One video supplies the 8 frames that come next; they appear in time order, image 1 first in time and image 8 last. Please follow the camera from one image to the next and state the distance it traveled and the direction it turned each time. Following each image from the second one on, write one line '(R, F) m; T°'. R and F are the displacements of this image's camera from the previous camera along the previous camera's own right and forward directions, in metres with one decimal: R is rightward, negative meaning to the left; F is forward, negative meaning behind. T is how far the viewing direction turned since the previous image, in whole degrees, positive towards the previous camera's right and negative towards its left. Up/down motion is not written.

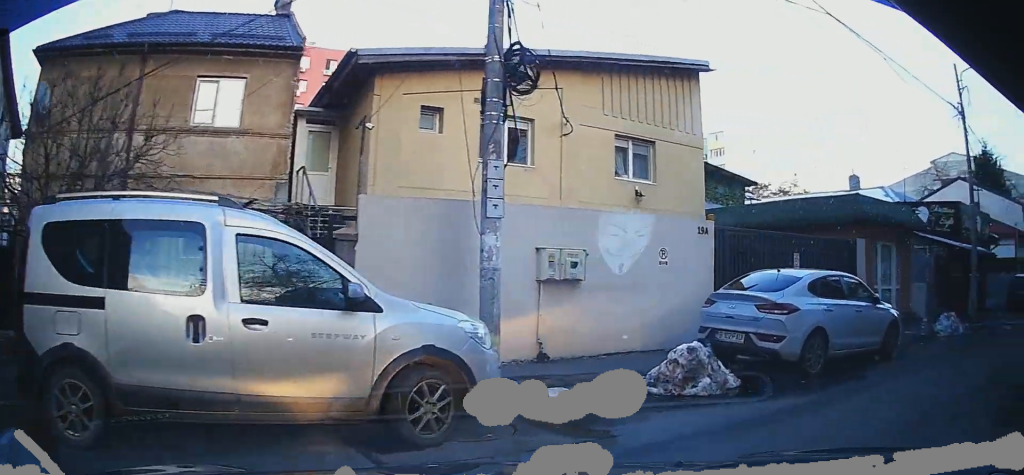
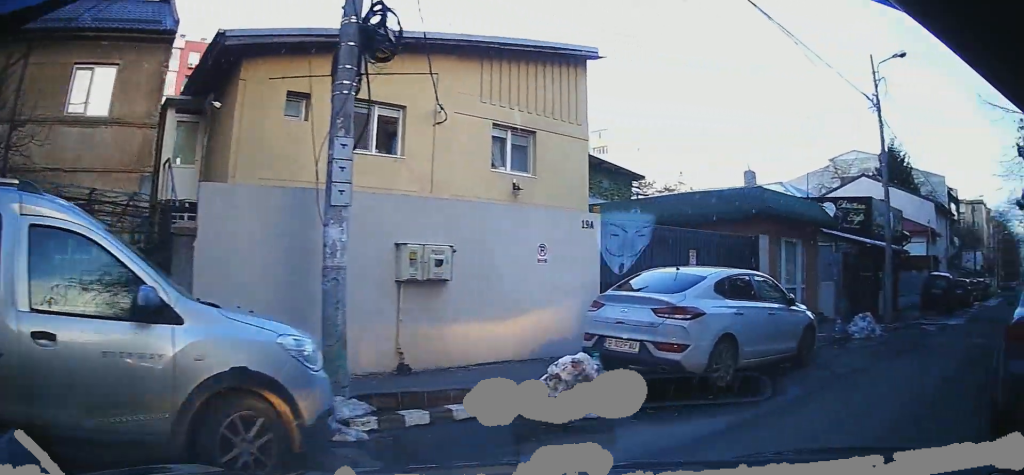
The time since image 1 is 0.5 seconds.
(+0.2, +1.6) m; +16°
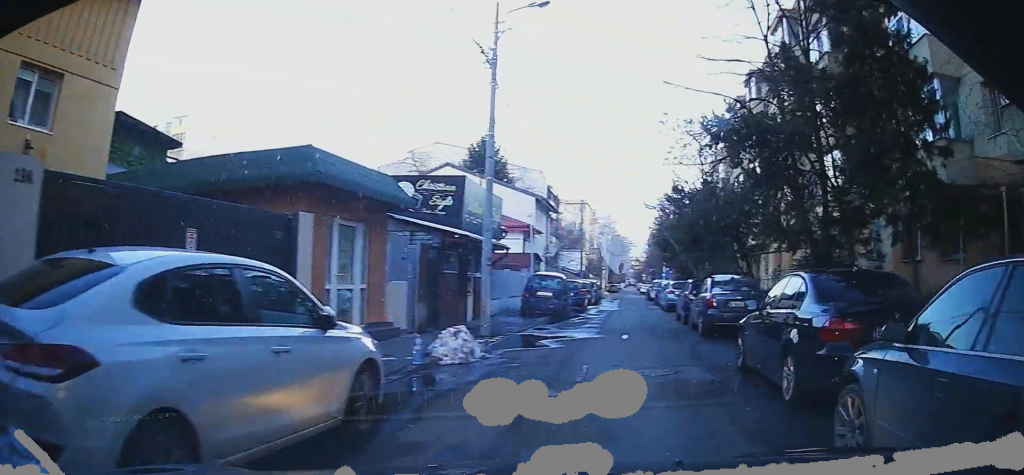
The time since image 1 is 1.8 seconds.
(+1.4, +2.9) m; +38°
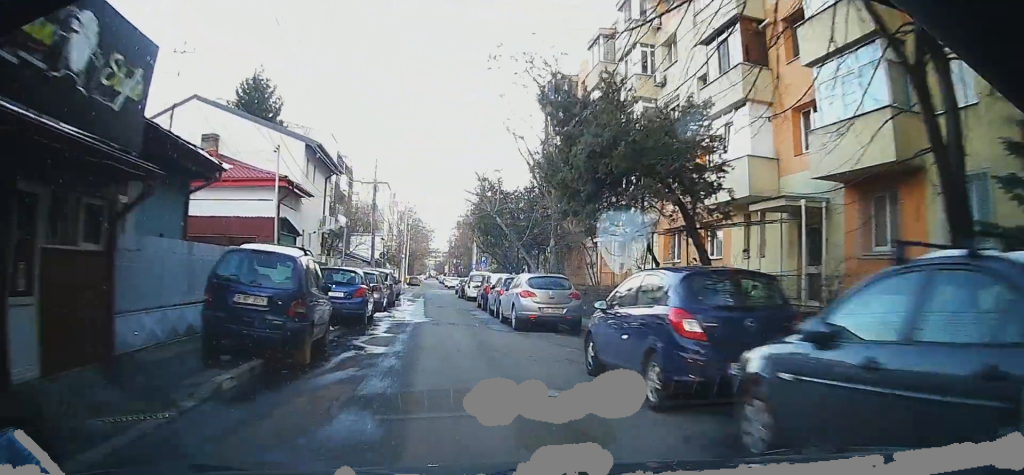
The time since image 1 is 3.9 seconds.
(+1.1, +10.7) m; +6°
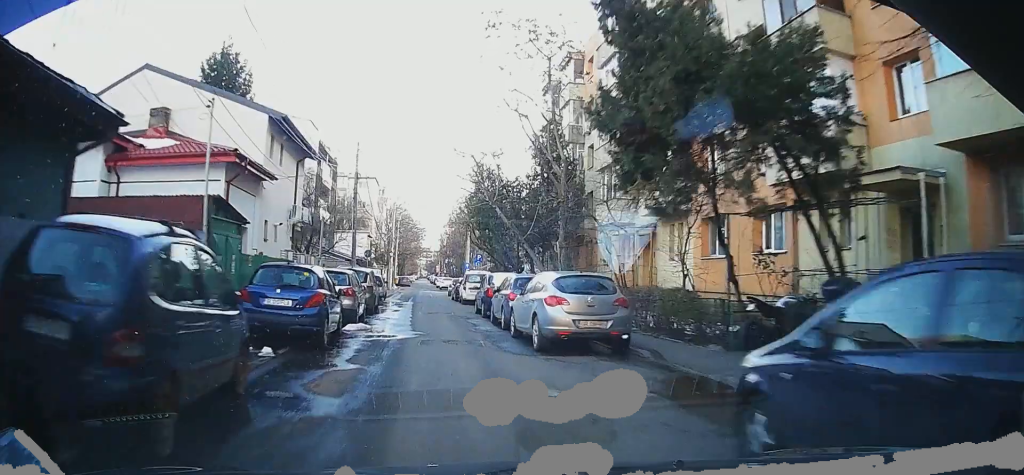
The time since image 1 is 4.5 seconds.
(0.0, +4.7) m; 0°
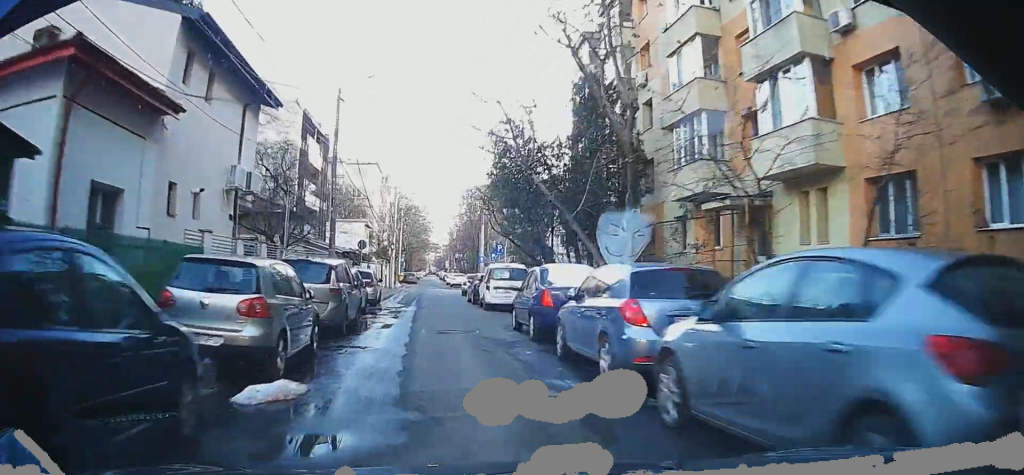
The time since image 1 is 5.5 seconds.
(0.0, +8.6) m; +5°
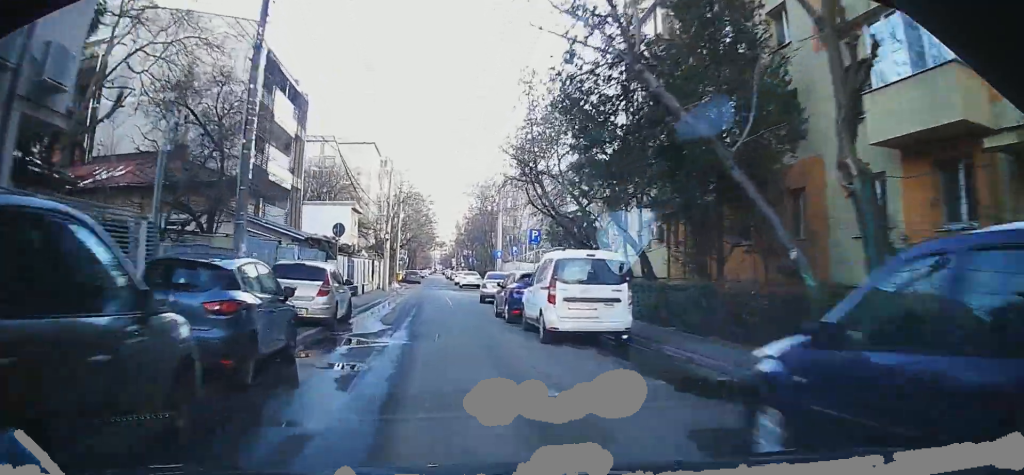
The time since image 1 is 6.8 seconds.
(+0.6, +11.4) m; -1°
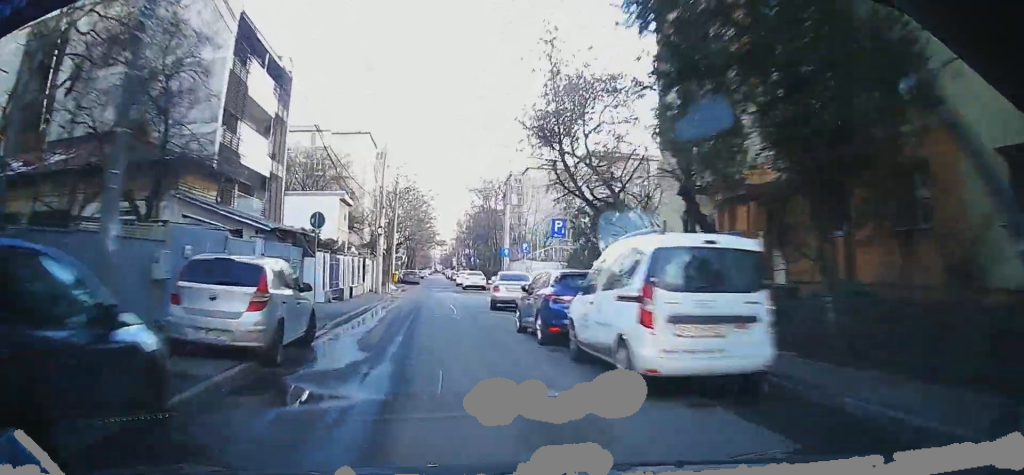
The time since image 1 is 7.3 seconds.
(-0.3, +5.1) m; -3°
